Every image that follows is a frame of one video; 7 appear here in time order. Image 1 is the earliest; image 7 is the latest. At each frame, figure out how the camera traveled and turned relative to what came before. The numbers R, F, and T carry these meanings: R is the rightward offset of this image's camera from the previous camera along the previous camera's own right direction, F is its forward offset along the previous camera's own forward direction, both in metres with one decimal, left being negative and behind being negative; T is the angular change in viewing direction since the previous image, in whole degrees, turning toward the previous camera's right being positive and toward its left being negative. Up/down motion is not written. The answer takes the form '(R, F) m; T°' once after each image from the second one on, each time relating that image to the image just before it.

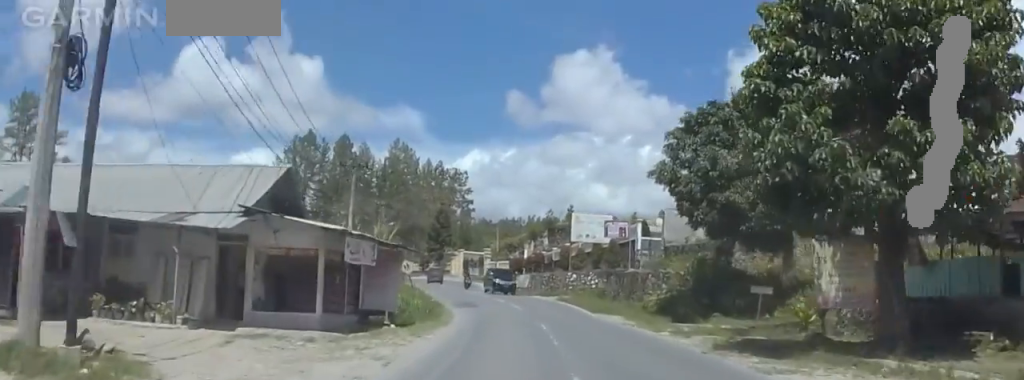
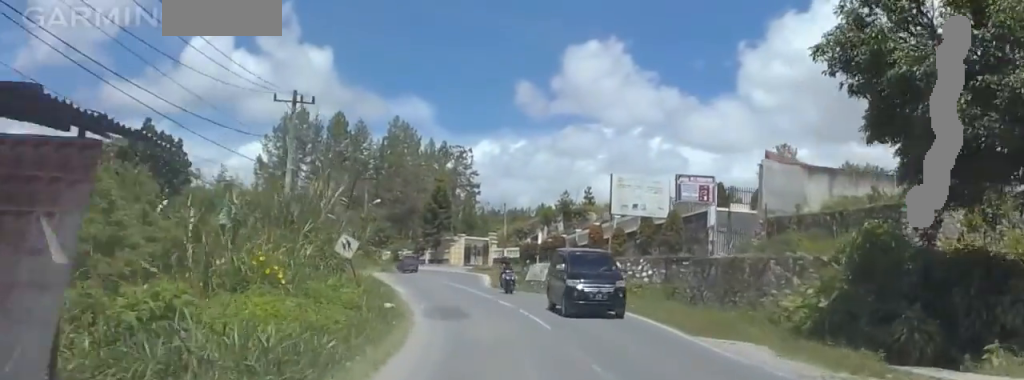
(+0.9, +20.2) m; -4°
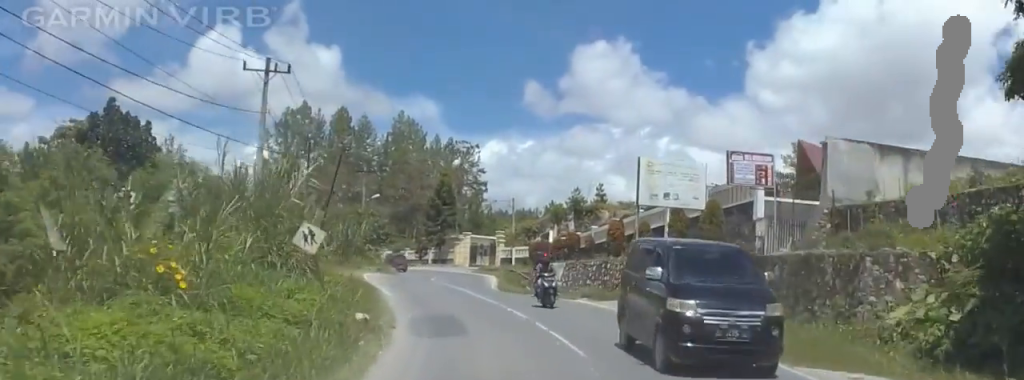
(-0.8, +6.4) m; -3°
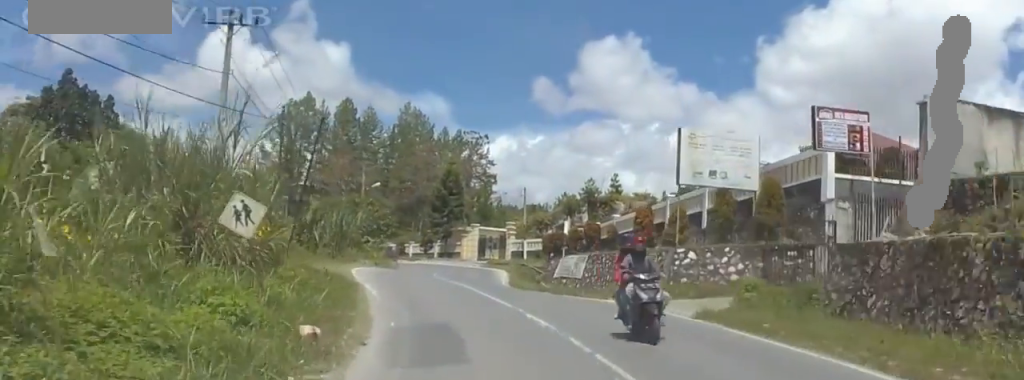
(-0.4, +6.4) m; -3°
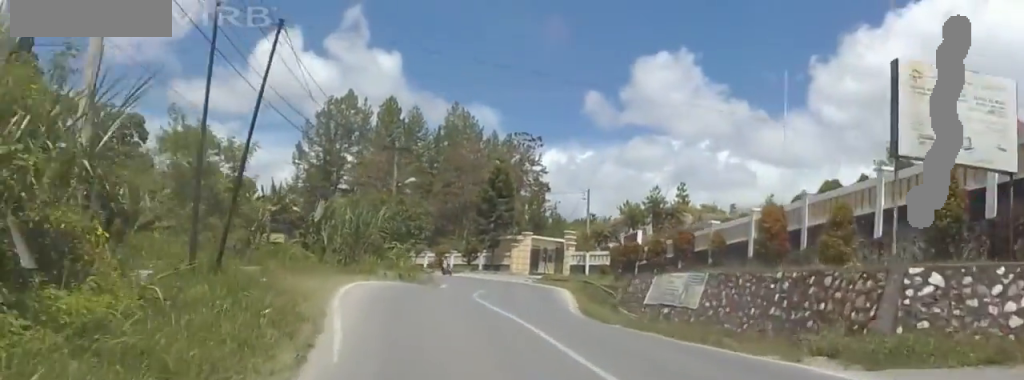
(-0.3, +13.4) m; +1°
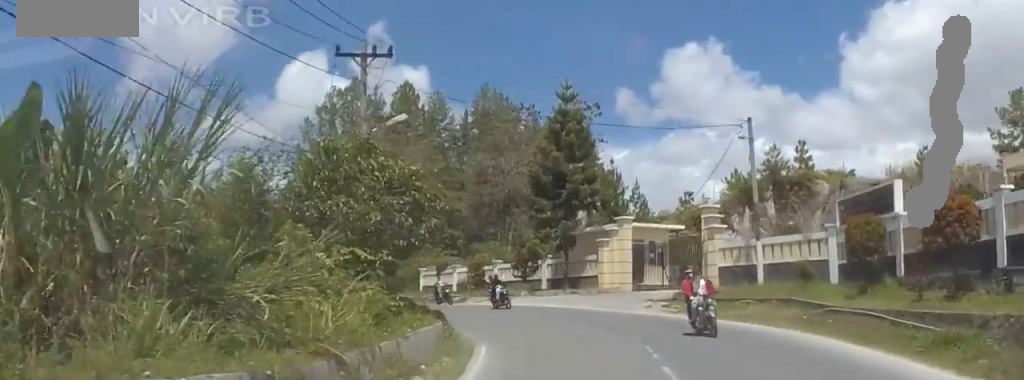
(+0.1, +34.5) m; -2°
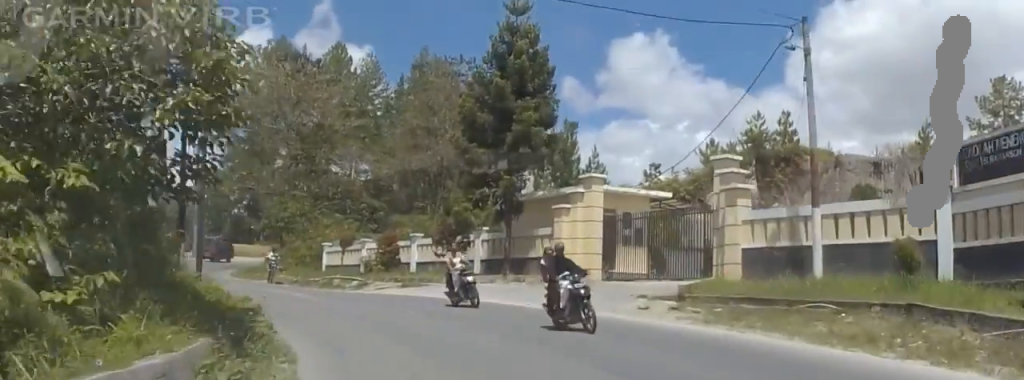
(0.0, +13.7) m; -1°
